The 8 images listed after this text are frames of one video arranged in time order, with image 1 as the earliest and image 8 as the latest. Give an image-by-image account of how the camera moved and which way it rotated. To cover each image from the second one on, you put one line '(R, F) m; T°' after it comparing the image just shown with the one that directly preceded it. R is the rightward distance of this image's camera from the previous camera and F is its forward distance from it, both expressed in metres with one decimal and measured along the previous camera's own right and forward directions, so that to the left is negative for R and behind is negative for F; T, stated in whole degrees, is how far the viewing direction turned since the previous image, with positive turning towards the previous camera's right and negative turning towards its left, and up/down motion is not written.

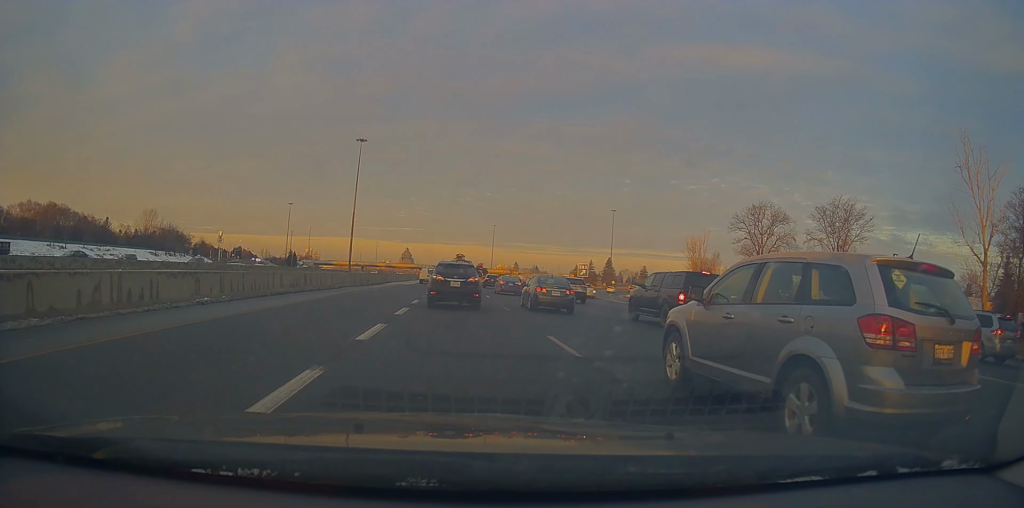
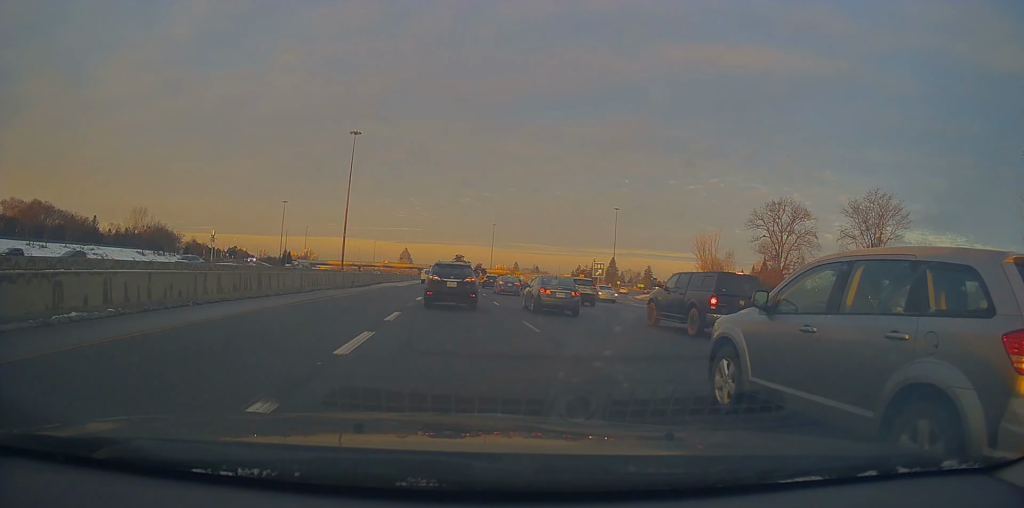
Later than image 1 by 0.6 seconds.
(0.0, +7.9) m; +1°
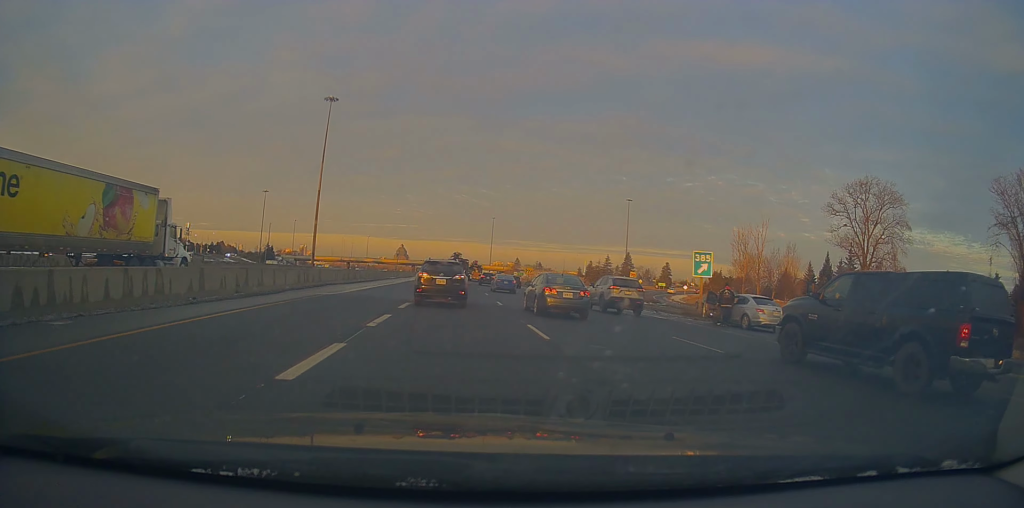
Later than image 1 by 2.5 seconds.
(+0.8, +26.0) m; +1°
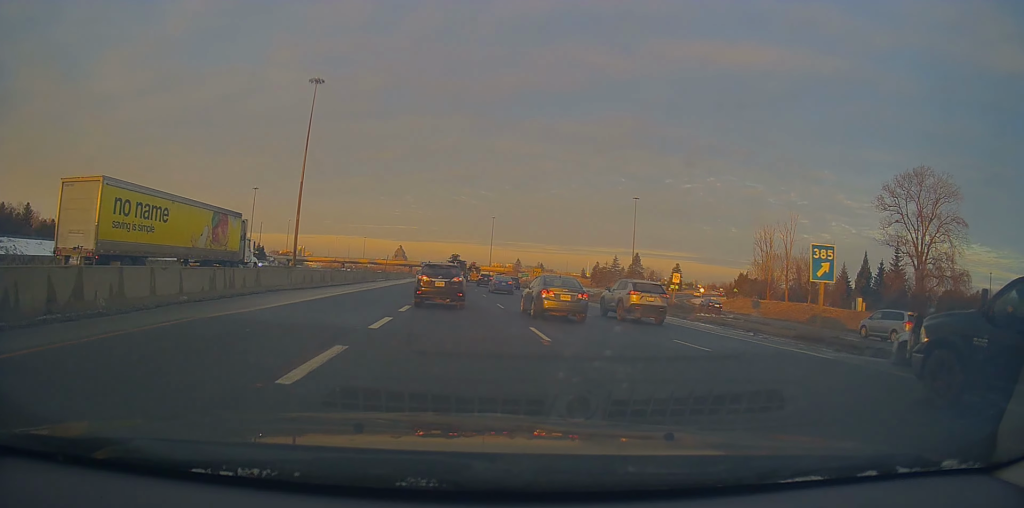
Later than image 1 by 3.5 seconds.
(-0.1, +12.6) m; -2°
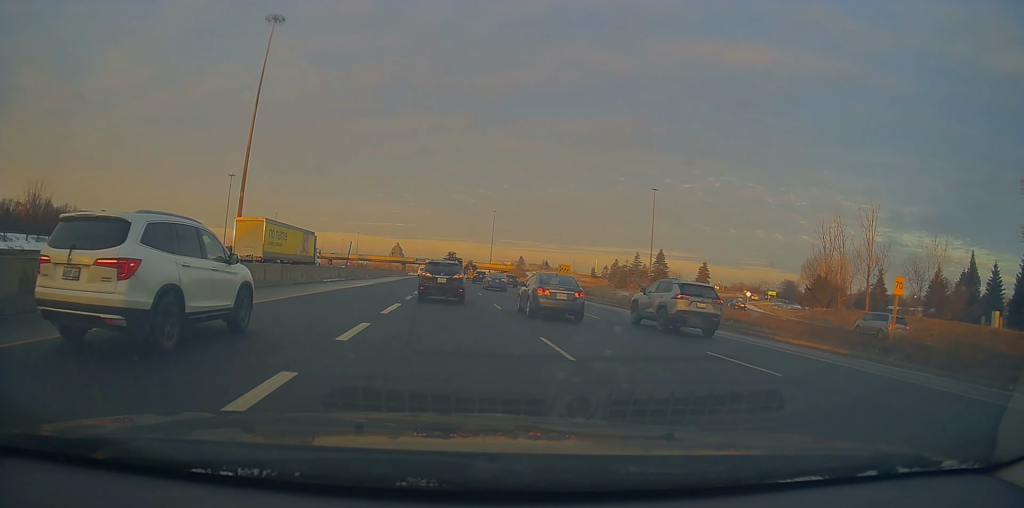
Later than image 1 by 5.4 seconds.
(+0.3, +26.6) m; +2°
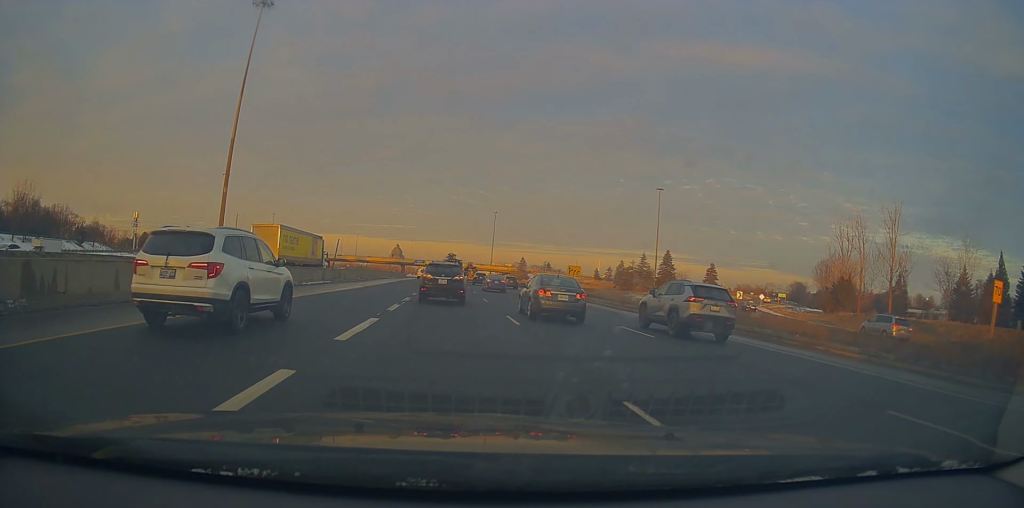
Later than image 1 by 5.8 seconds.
(0.0, +5.8) m; -1°
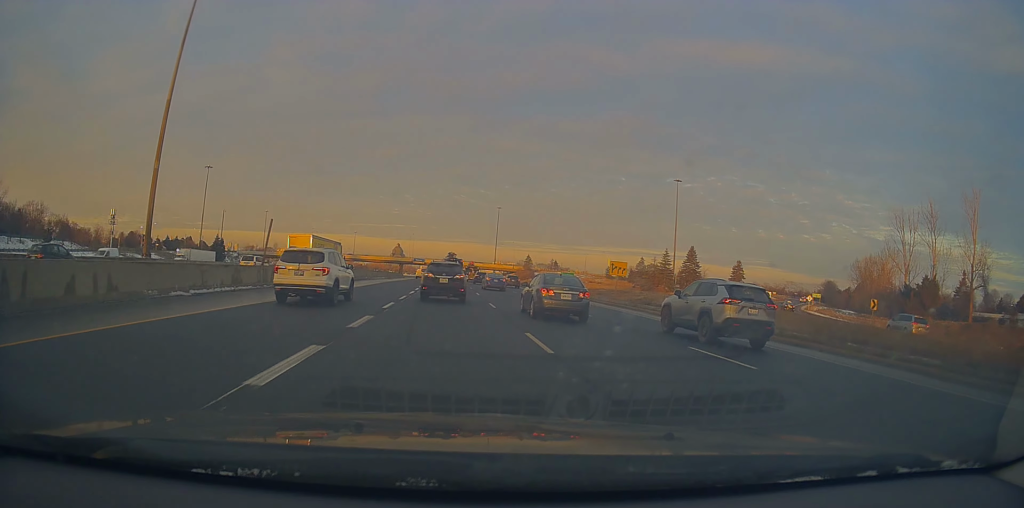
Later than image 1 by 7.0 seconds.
(-0.4, +17.7) m; -2°
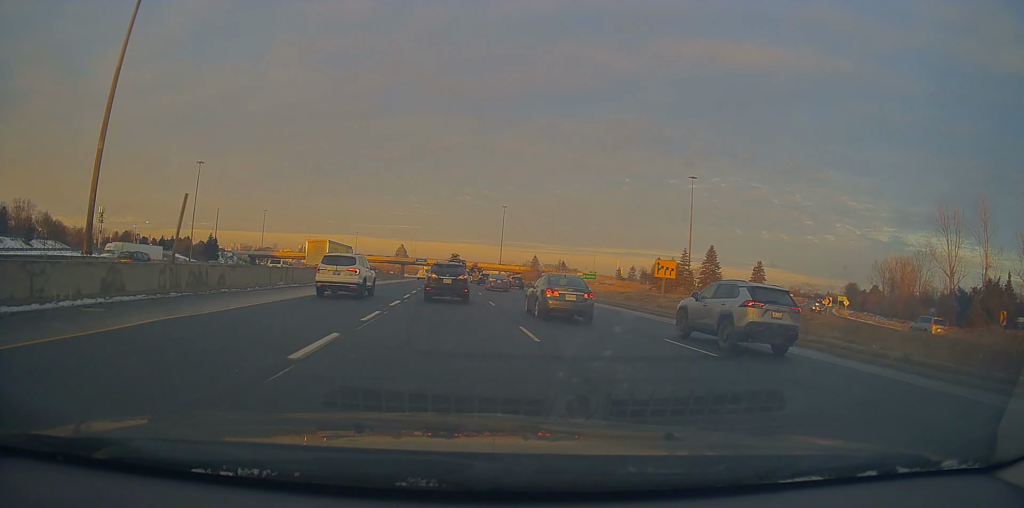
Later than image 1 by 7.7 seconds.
(0.0, +10.6) m; 0°
